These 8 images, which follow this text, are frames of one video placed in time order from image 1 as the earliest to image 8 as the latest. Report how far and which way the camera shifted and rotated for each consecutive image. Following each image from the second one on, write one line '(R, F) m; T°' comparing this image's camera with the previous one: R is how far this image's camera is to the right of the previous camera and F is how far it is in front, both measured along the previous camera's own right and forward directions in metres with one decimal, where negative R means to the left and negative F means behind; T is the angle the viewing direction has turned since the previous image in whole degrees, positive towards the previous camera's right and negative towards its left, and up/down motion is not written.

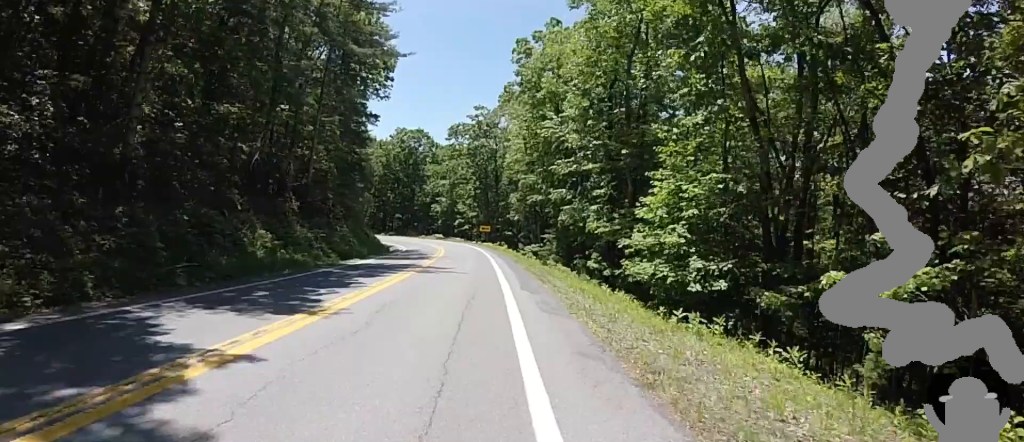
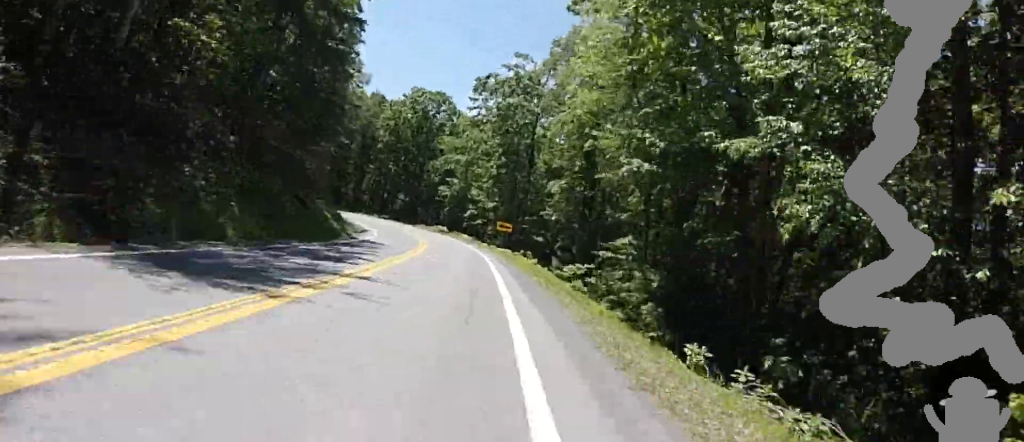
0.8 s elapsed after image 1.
(-0.7, +17.5) m; -4°
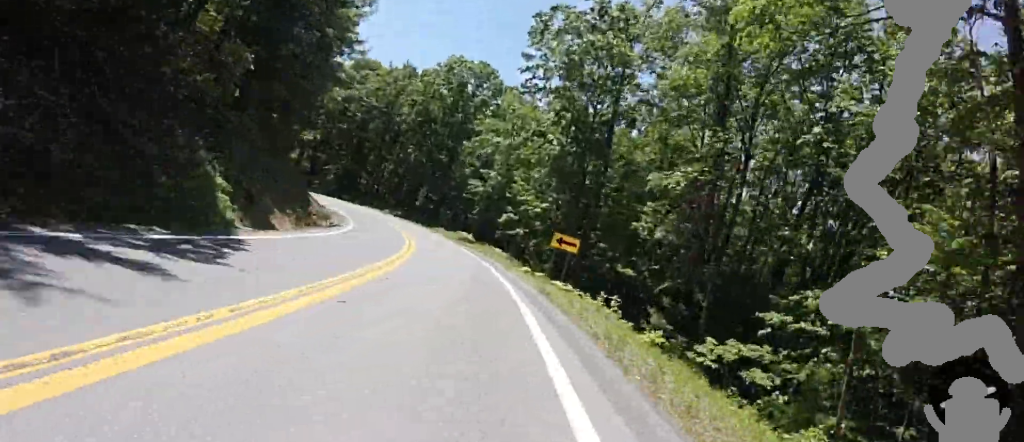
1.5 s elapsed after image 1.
(0.0, +15.3) m; -3°
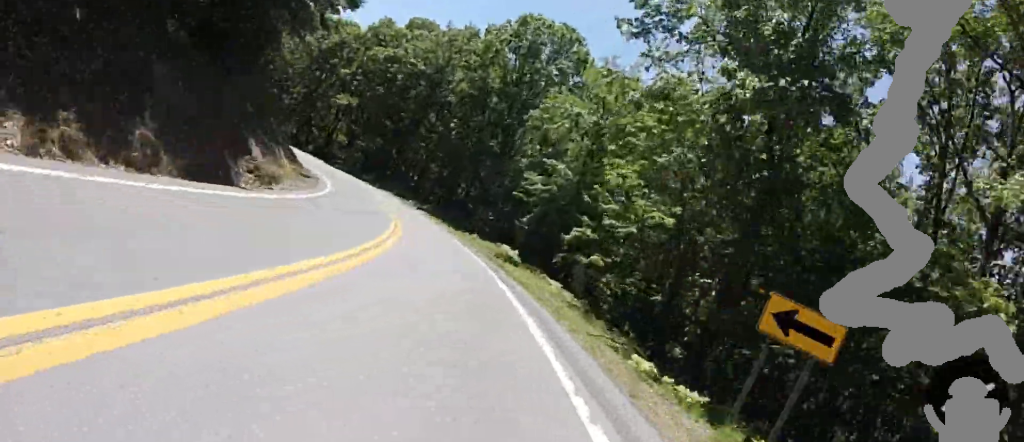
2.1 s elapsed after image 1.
(-0.8, +12.6) m; -14°
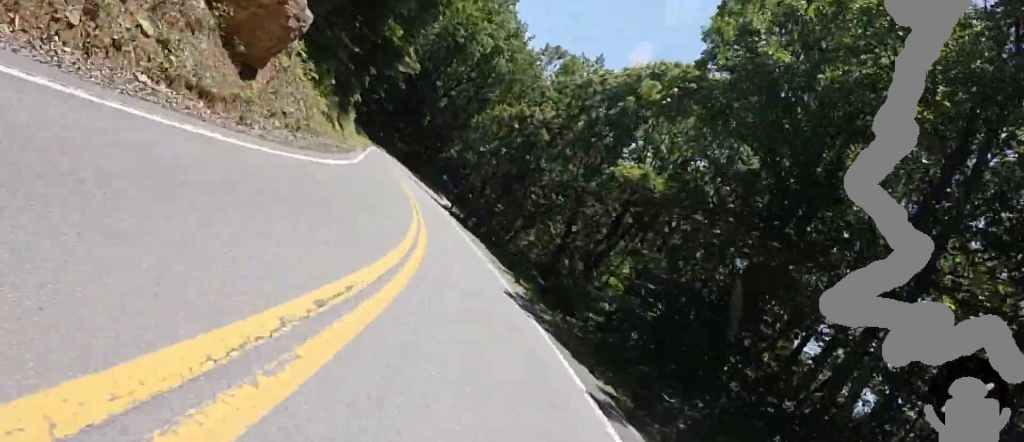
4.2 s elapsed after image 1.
(-18.0, +31.5) m; -51°
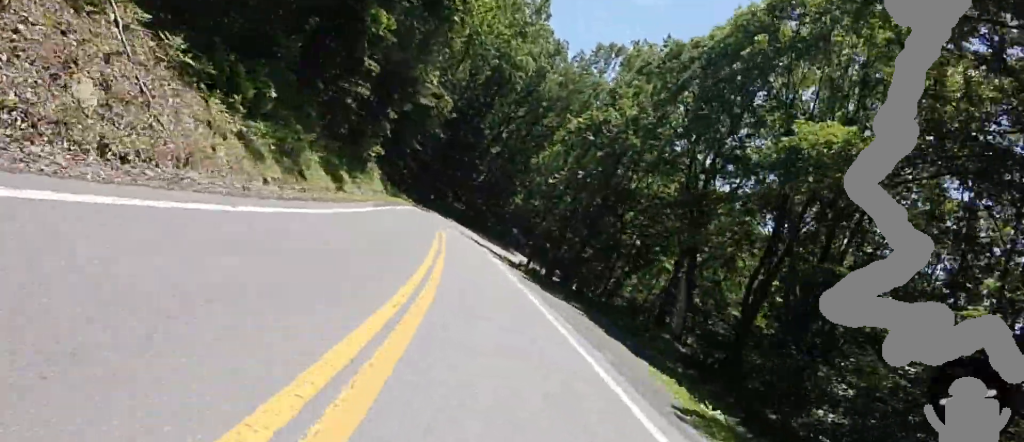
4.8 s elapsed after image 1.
(-0.8, +10.8) m; -2°
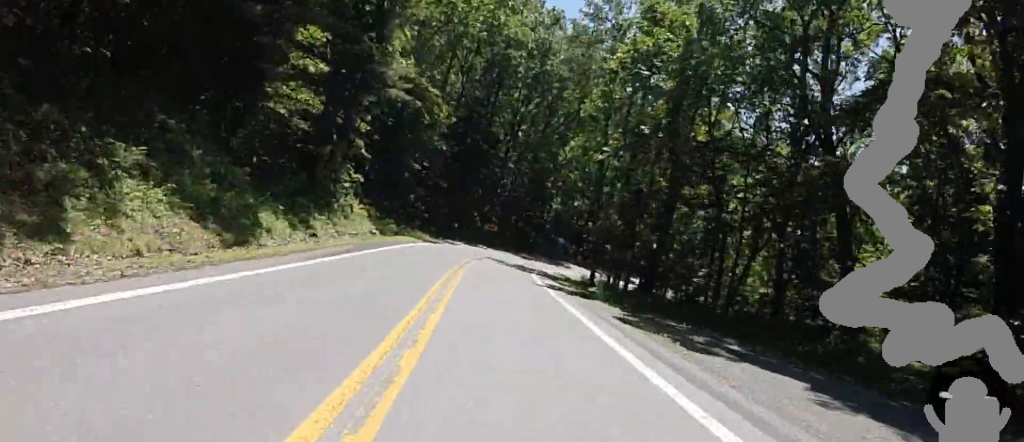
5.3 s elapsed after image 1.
(-0.4, +9.2) m; +5°
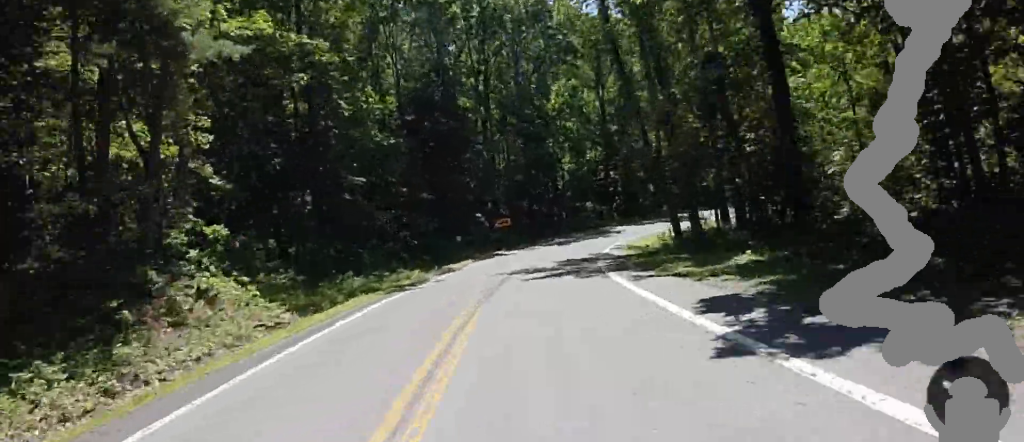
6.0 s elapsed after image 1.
(+1.1, +11.3) m; +10°
